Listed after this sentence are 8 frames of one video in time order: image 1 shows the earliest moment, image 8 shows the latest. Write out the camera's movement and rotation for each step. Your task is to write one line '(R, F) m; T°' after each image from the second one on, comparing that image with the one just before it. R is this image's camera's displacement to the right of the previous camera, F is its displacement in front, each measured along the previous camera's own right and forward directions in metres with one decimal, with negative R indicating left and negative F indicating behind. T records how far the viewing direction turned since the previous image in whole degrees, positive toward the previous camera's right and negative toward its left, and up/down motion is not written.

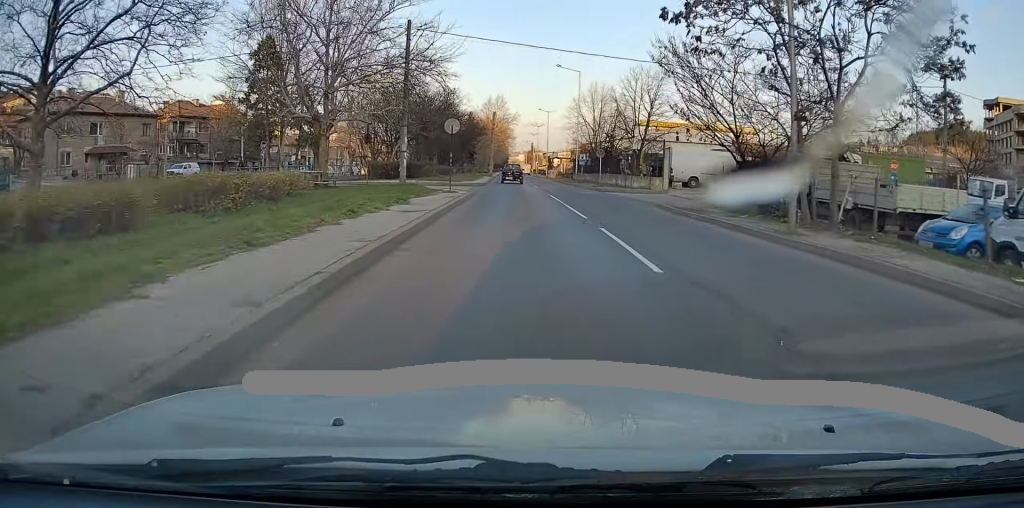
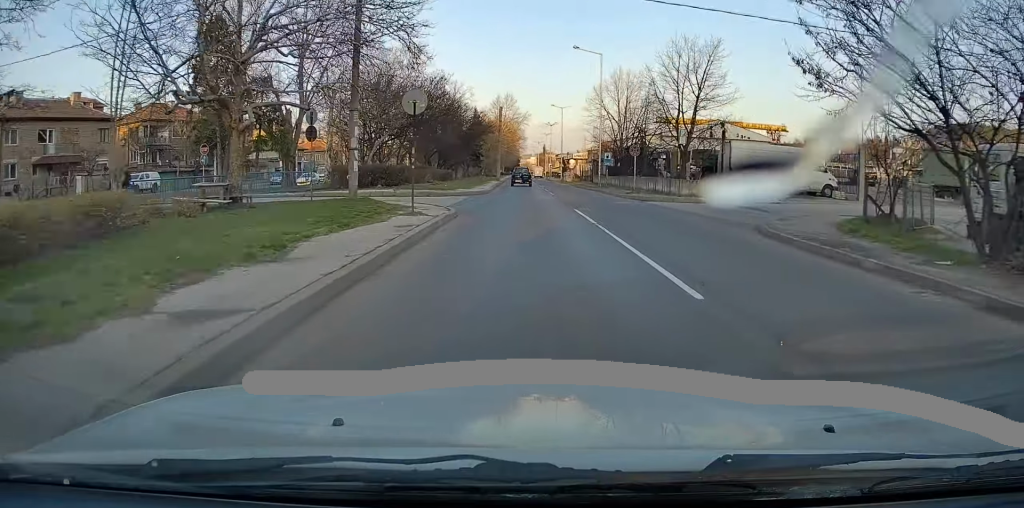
(0.0, +10.8) m; +2°
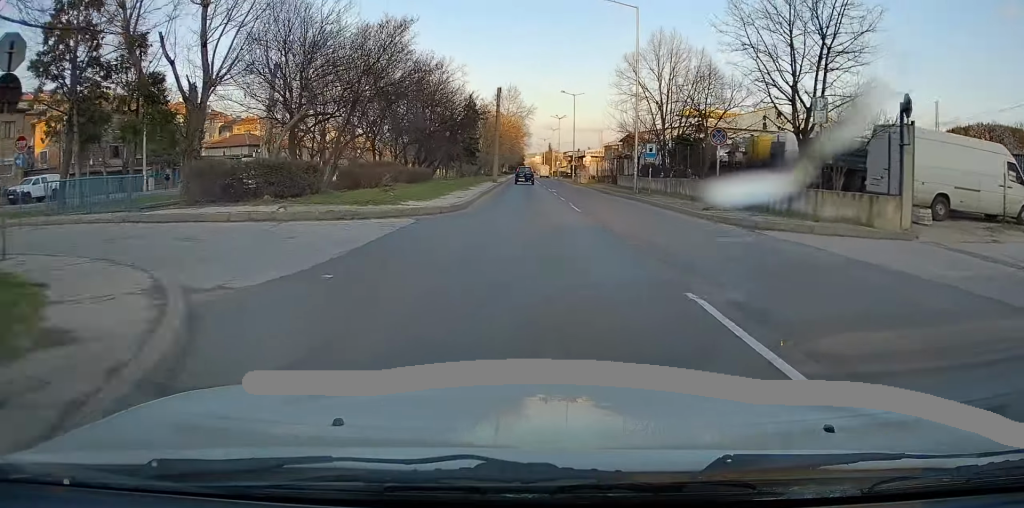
(+0.4, +15.9) m; 0°
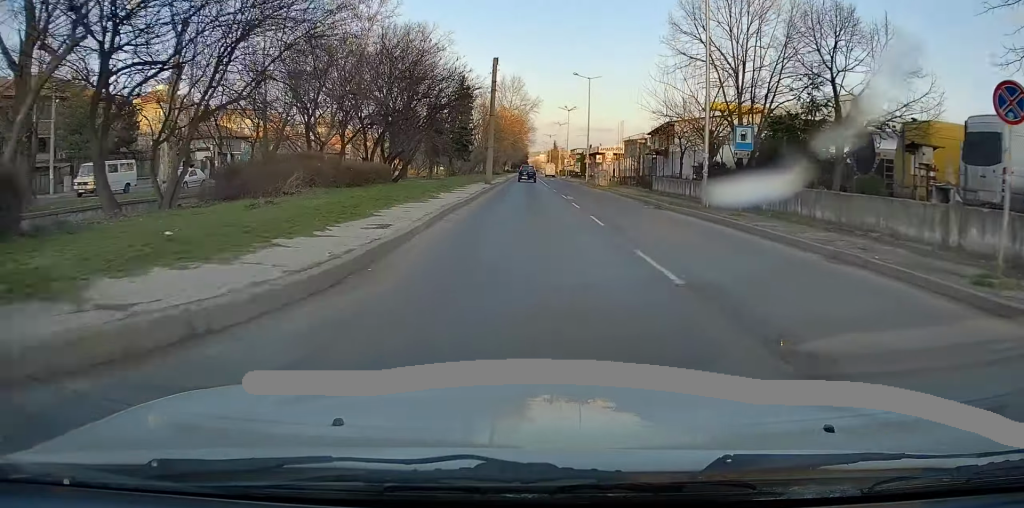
(-0.4, +14.1) m; -1°
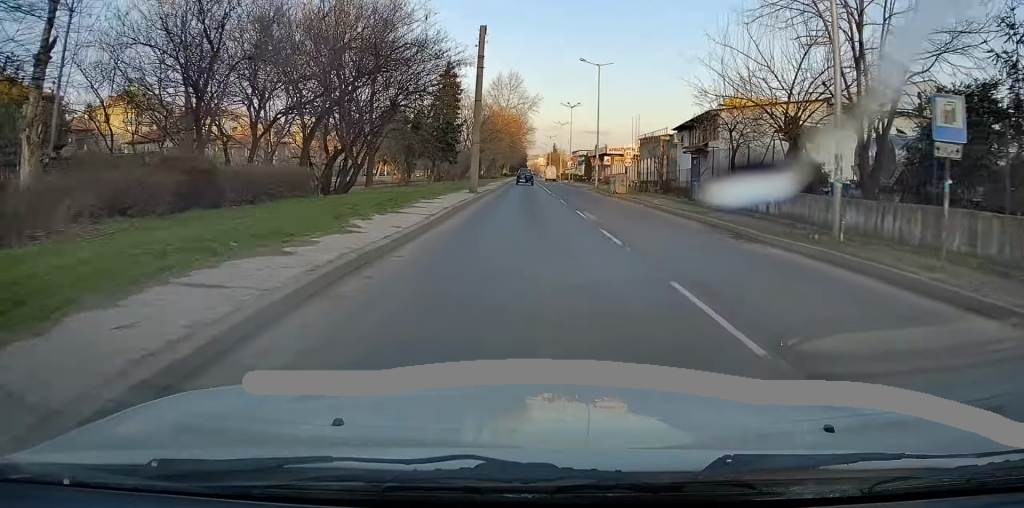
(0.0, +10.4) m; 0°
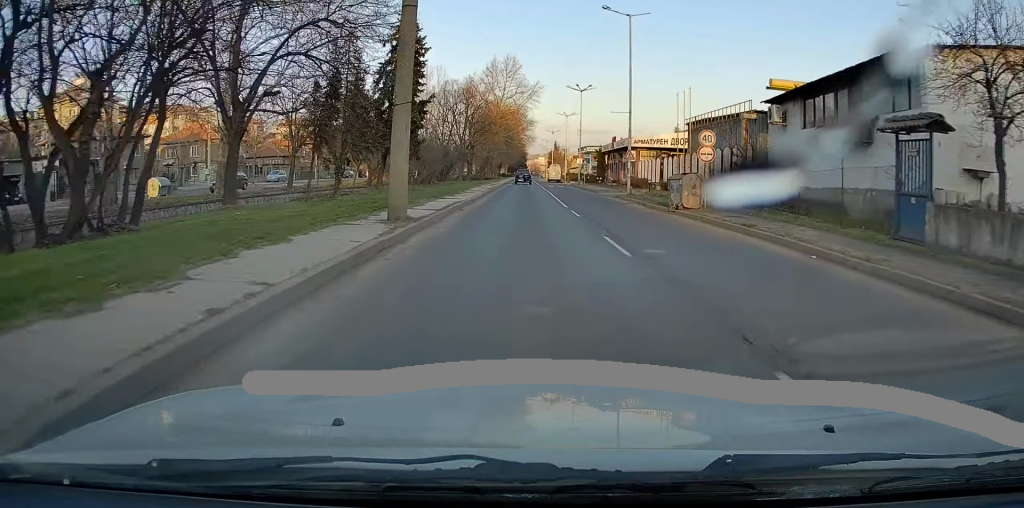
(+0.1, +18.0) m; 0°
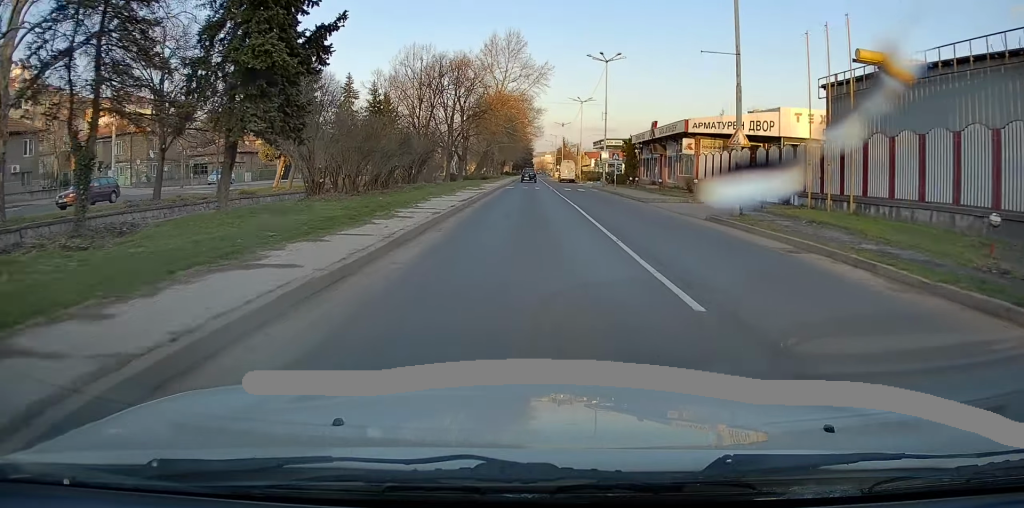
(+0.1, +18.9) m; +2°
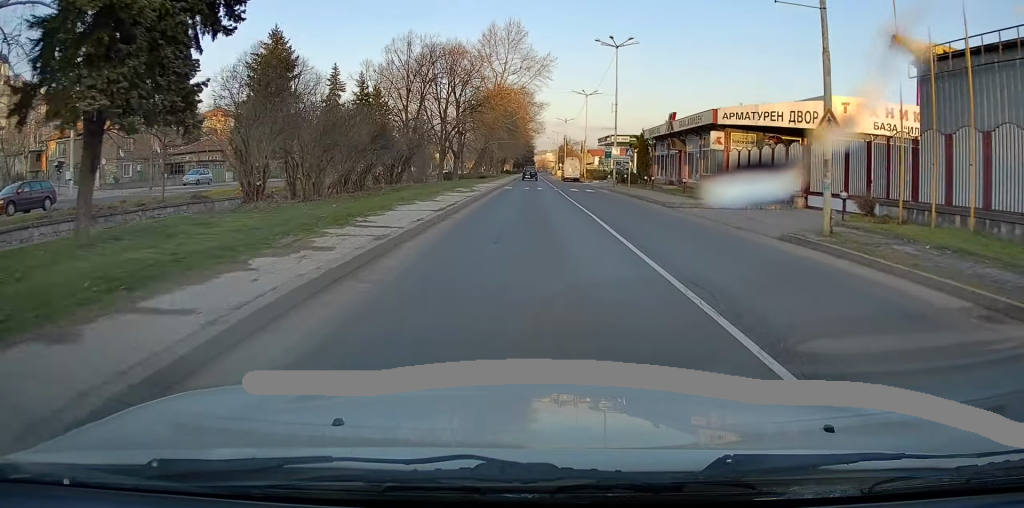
(+0.2, +5.9) m; 0°
